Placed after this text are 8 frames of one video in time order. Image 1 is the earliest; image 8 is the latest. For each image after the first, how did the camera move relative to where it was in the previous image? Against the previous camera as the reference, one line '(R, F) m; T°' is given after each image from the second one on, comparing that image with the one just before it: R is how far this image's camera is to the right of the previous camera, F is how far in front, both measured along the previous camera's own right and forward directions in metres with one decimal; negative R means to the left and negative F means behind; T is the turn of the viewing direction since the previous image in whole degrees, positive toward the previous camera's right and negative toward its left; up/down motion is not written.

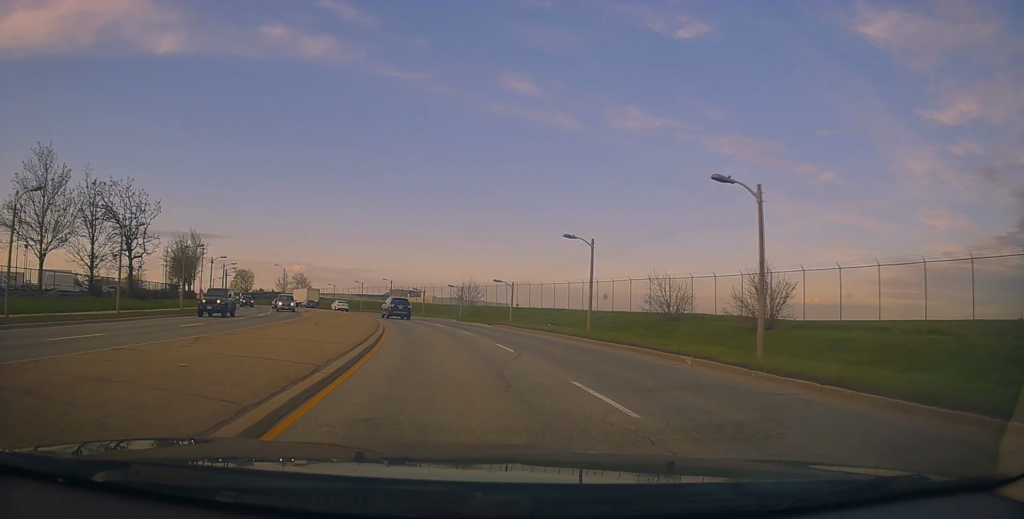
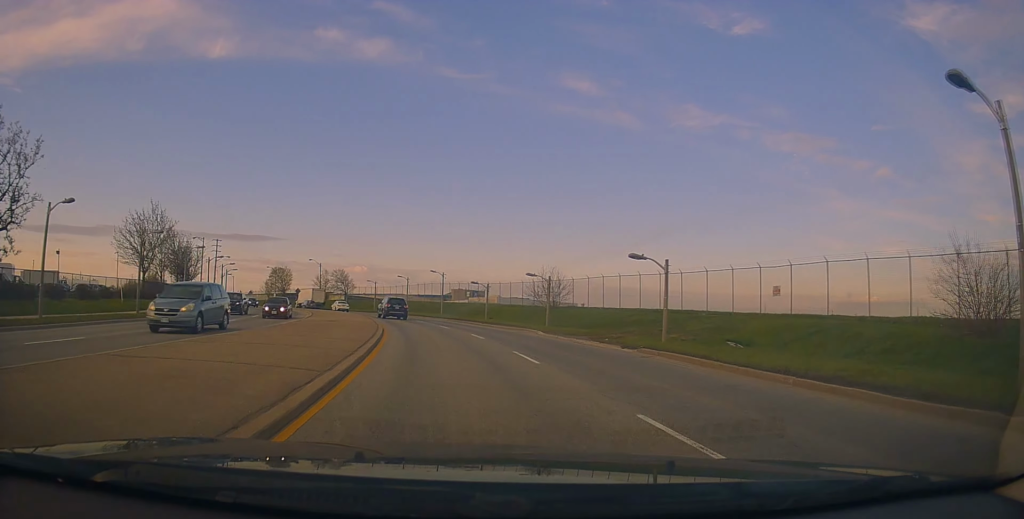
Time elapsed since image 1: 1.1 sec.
(-1.3, +20.9) m; -7°
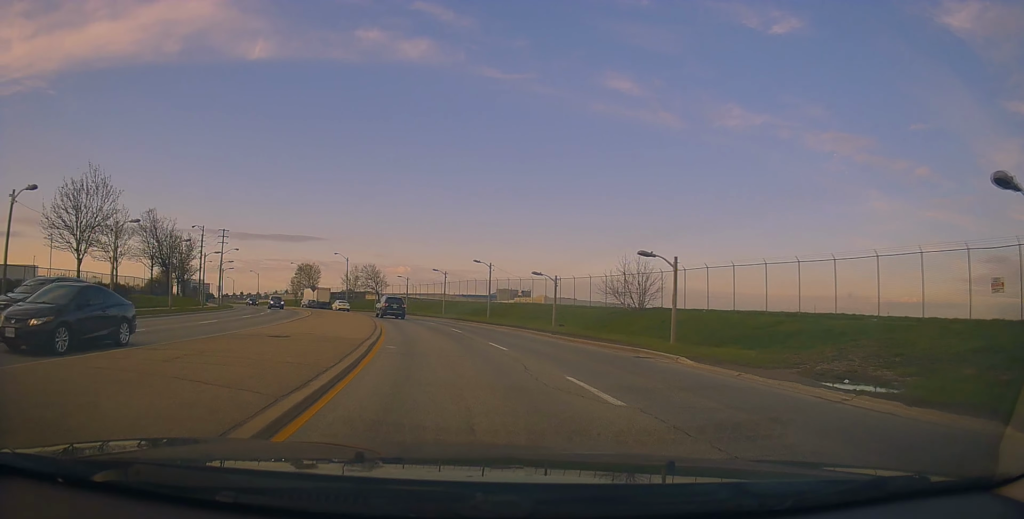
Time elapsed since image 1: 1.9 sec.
(-0.6, +14.8) m; -5°
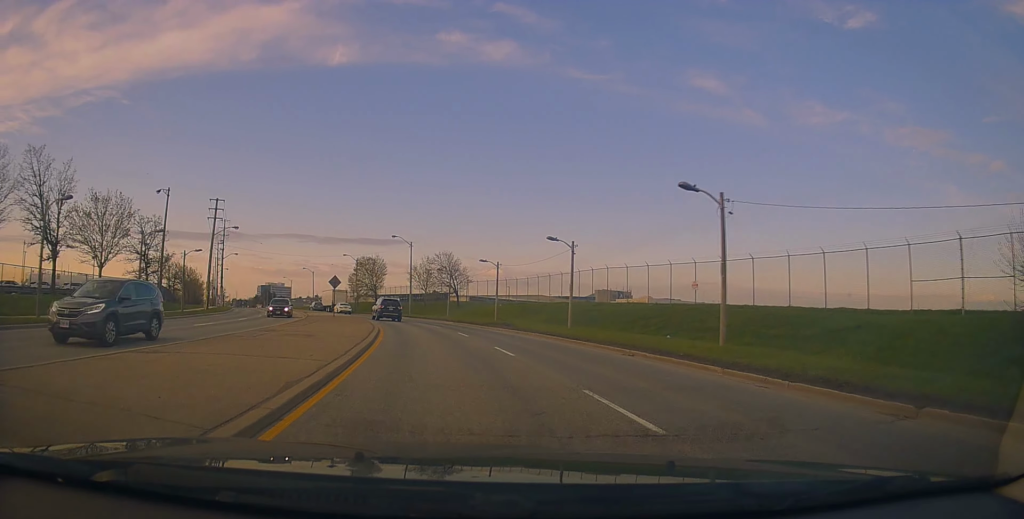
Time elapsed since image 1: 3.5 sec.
(-2.7, +30.0) m; -10°
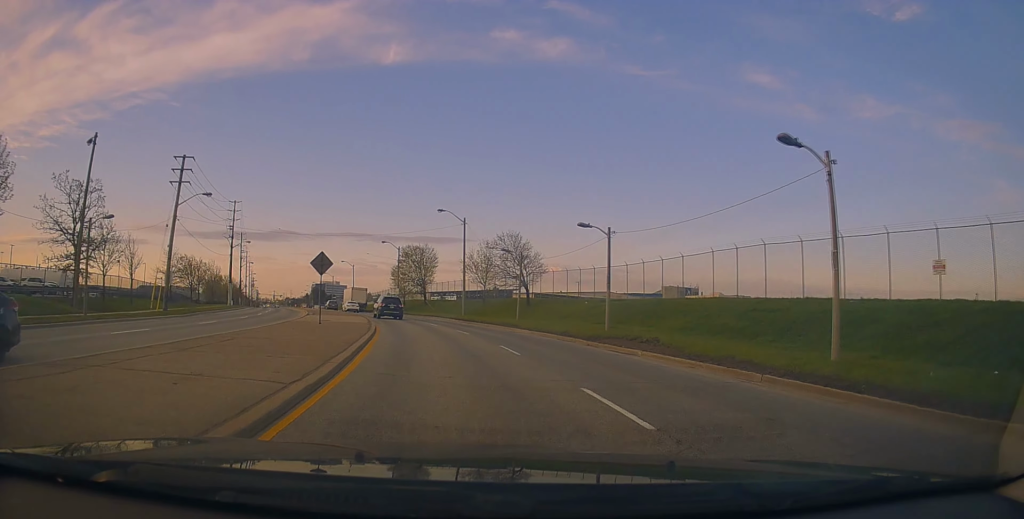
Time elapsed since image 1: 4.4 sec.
(-0.7, +18.2) m; -6°
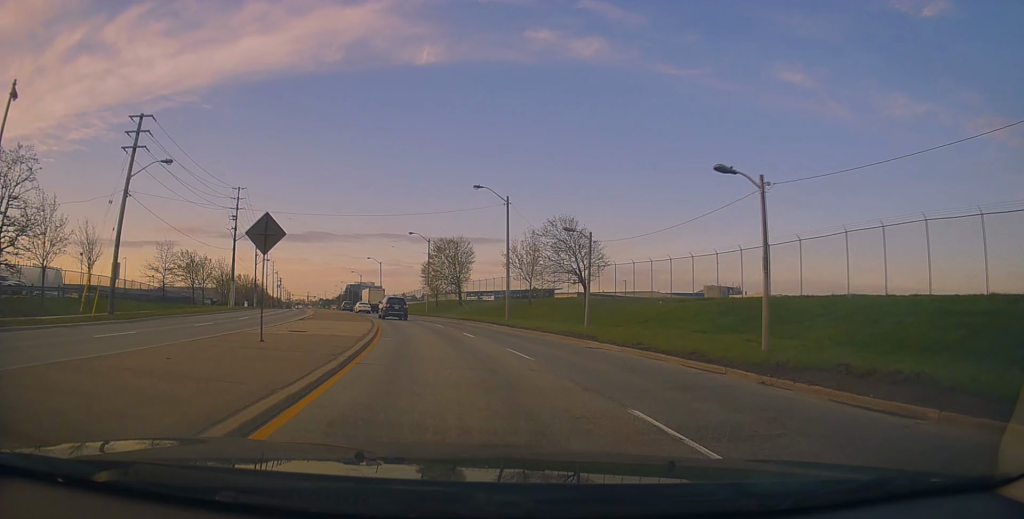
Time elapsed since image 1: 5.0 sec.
(-0.5, +11.1) m; -4°
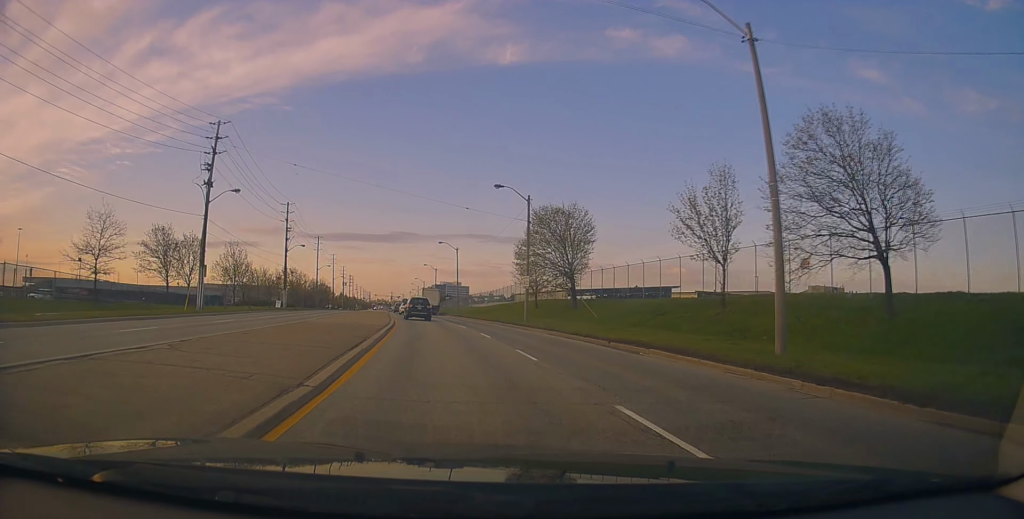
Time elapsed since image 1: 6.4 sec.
(-1.9, +27.4) m; -8°
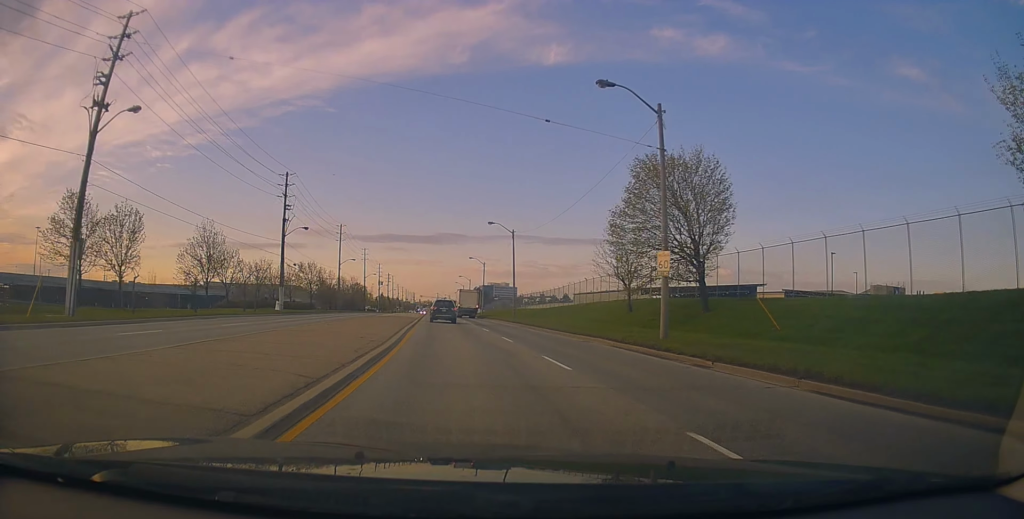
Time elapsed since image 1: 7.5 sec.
(-1.1, +19.6) m; -5°
